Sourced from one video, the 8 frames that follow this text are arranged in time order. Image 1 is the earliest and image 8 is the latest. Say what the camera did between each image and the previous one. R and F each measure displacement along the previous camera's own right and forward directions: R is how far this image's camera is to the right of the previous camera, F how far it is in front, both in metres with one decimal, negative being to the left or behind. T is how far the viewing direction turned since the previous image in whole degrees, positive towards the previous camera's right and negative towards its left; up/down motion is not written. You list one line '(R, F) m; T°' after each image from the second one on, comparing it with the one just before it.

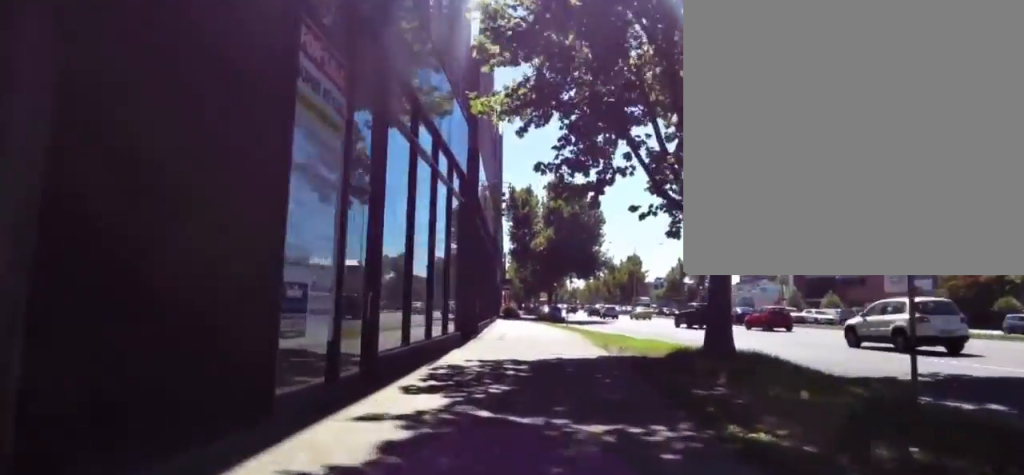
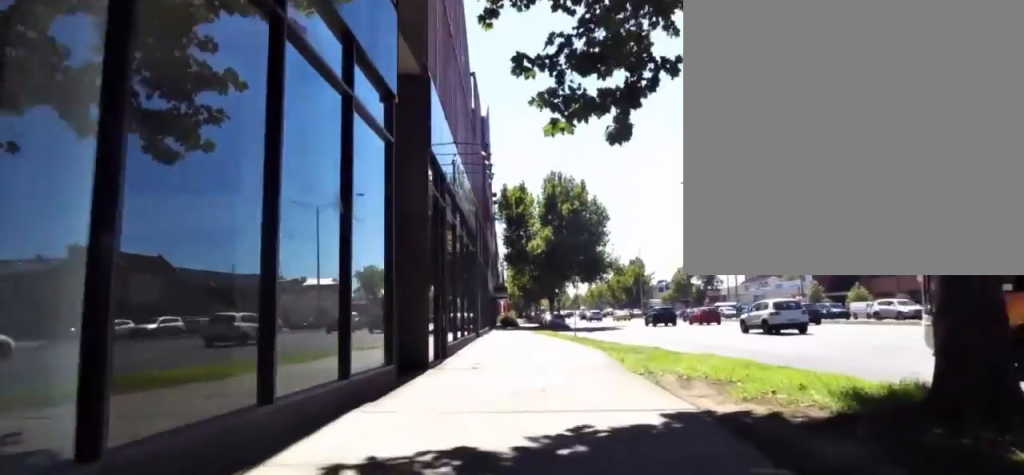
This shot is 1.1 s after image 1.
(+0.2, +6.9) m; +7°
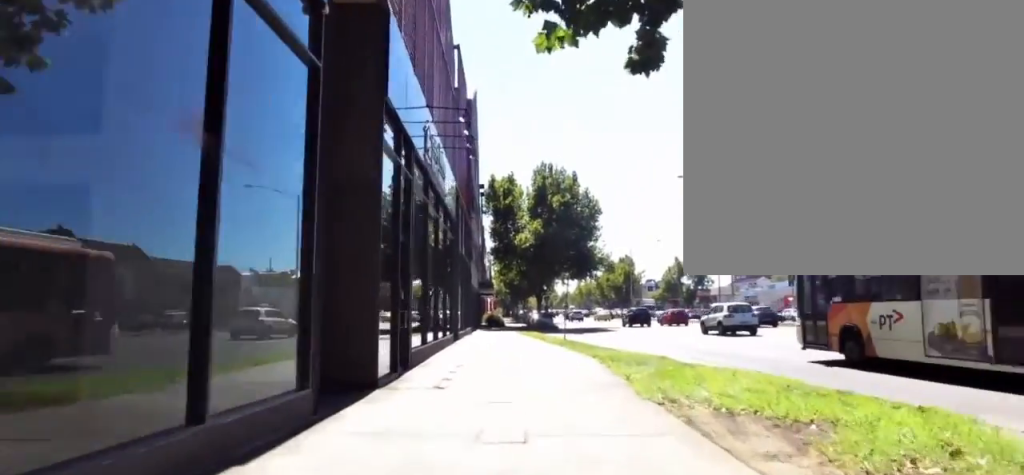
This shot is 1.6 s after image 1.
(+0.2, +2.8) m; +4°
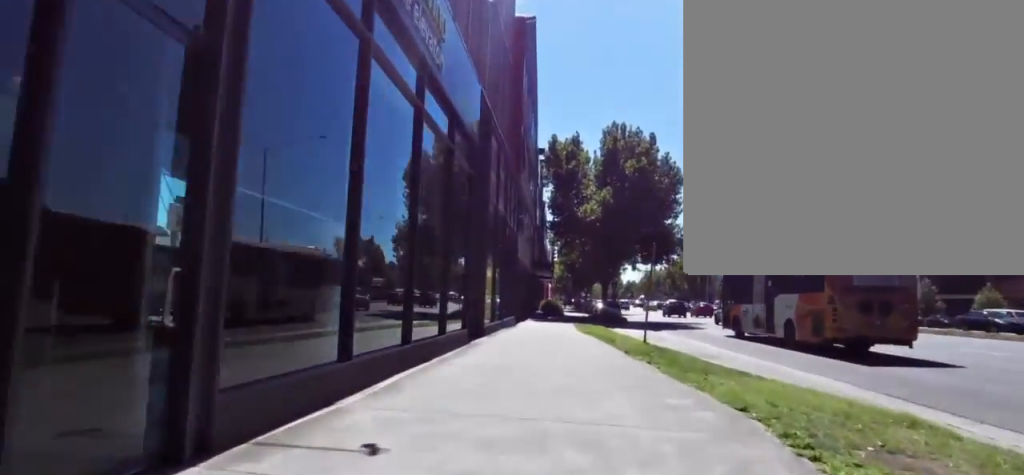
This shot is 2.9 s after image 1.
(+0.1, +8.5) m; +1°
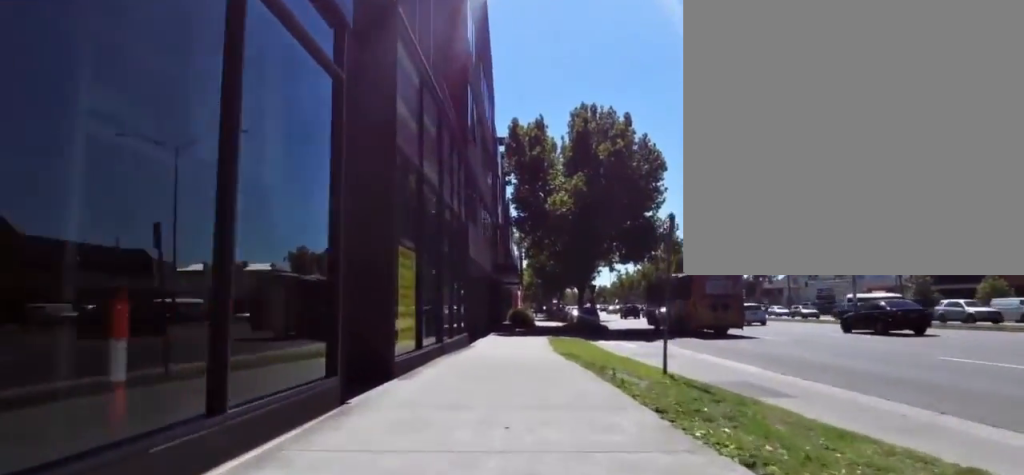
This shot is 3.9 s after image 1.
(0.0, +6.5) m; 0°
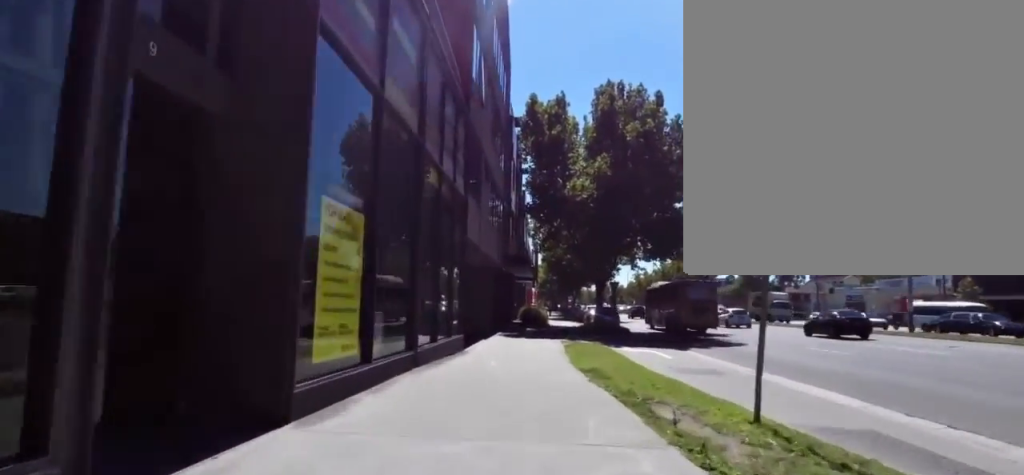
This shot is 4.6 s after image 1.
(0.0, +3.8) m; 0°
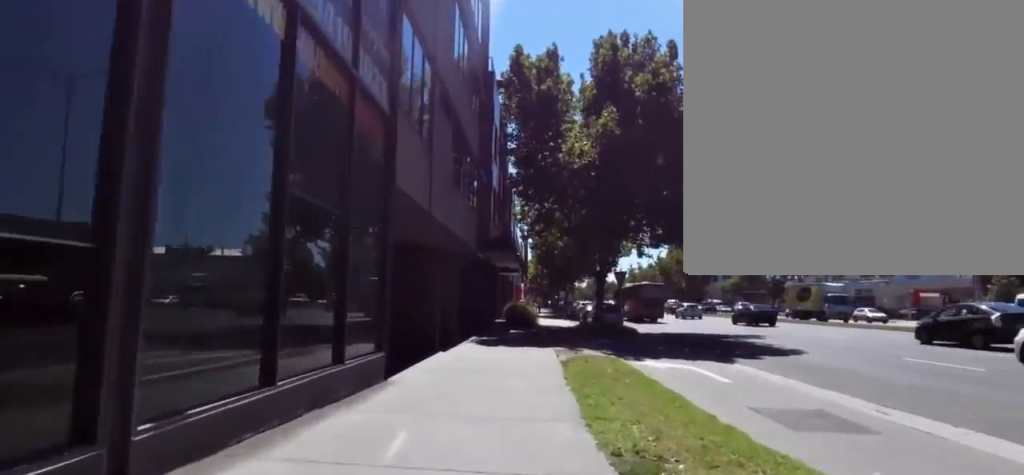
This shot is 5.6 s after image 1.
(0.0, +6.1) m; 0°
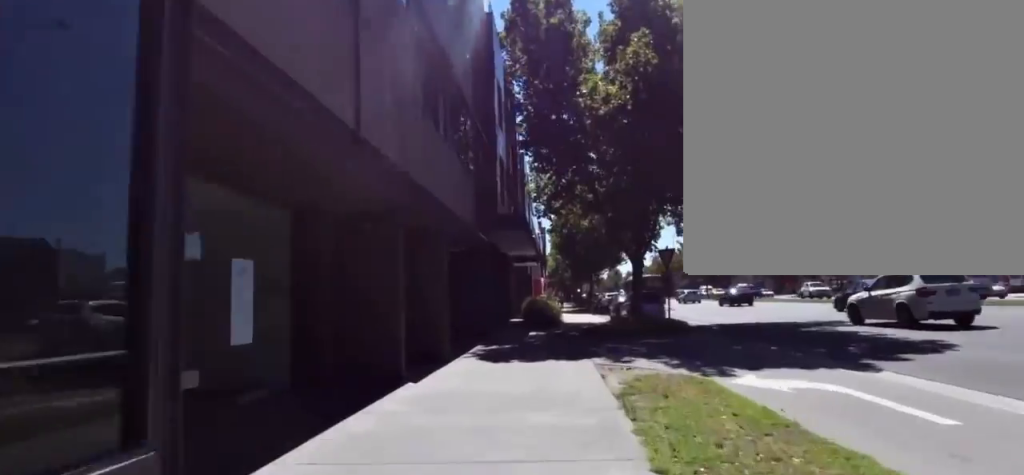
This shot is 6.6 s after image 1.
(0.0, +5.4) m; 0°
